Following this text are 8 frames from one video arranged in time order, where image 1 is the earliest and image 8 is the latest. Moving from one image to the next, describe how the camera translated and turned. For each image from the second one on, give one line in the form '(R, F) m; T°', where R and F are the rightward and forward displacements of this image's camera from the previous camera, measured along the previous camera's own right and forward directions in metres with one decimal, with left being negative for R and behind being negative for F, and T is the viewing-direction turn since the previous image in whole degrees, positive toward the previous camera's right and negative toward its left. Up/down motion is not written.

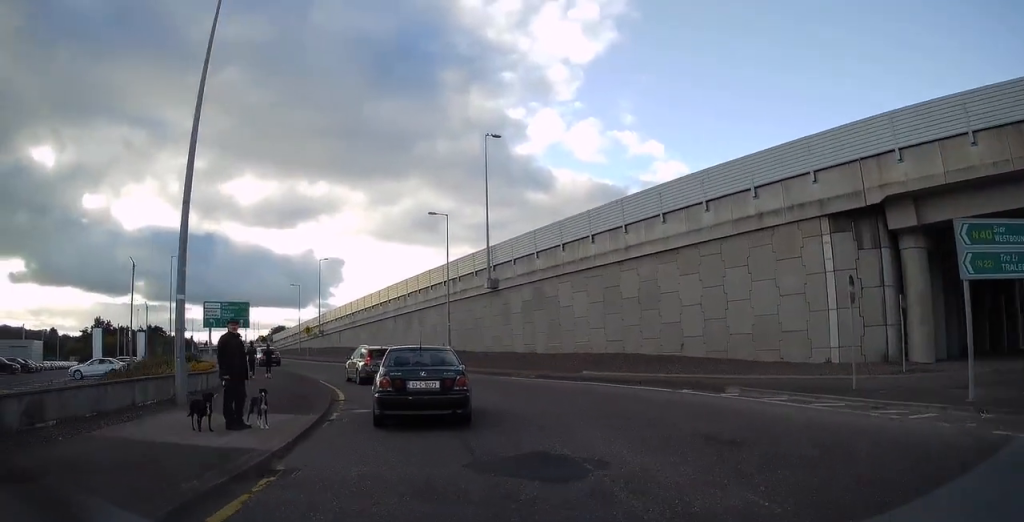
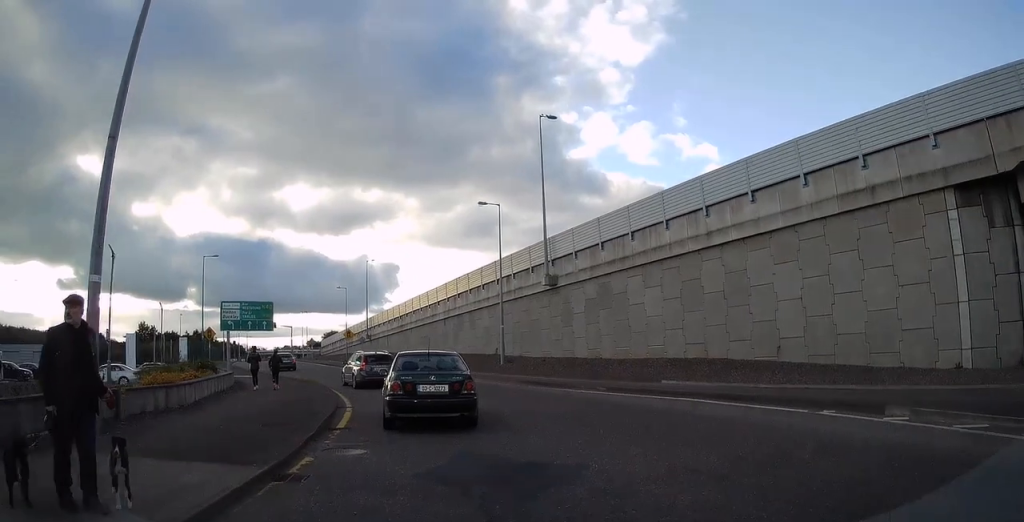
(-0.2, +5.3) m; -6°
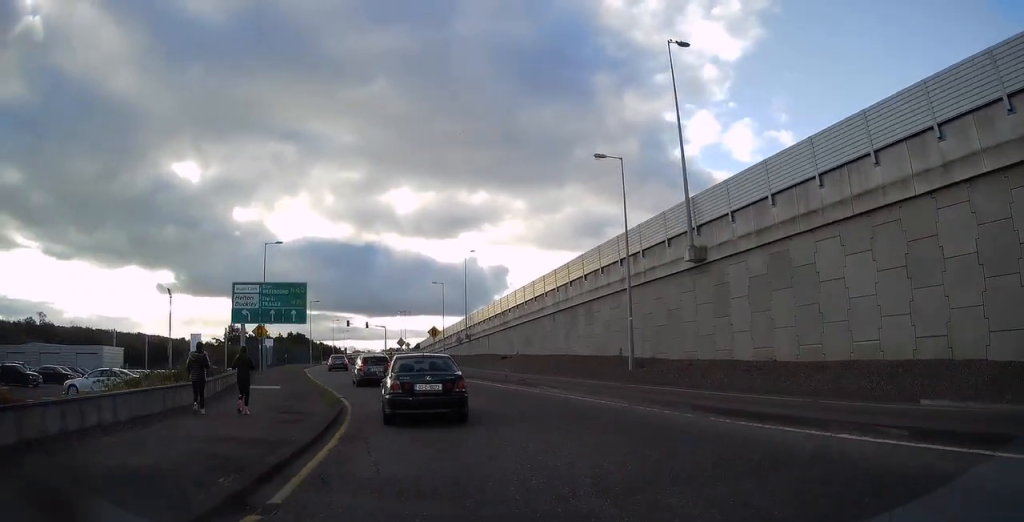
(-1.3, +10.7) m; -11°
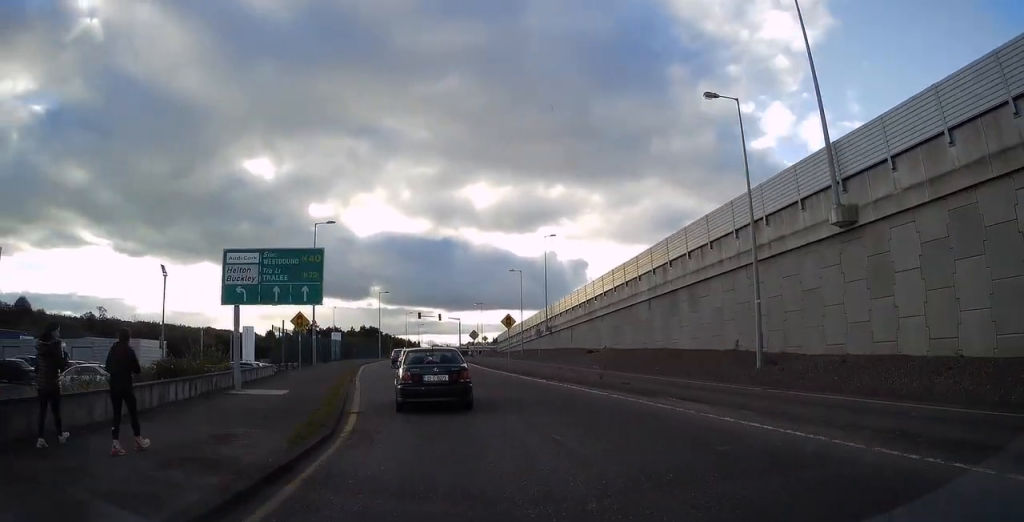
(-0.3, +7.2) m; -6°
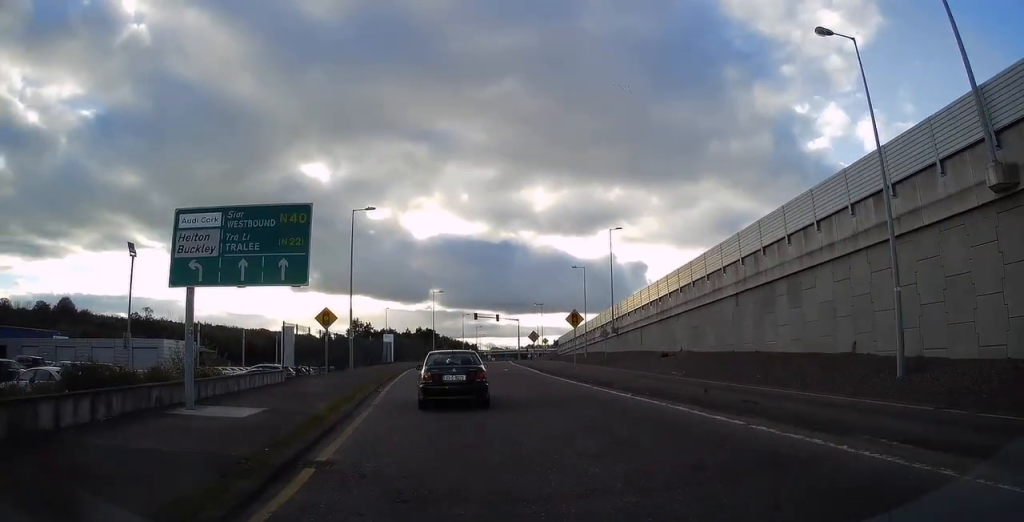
(-0.1, +5.9) m; -6°
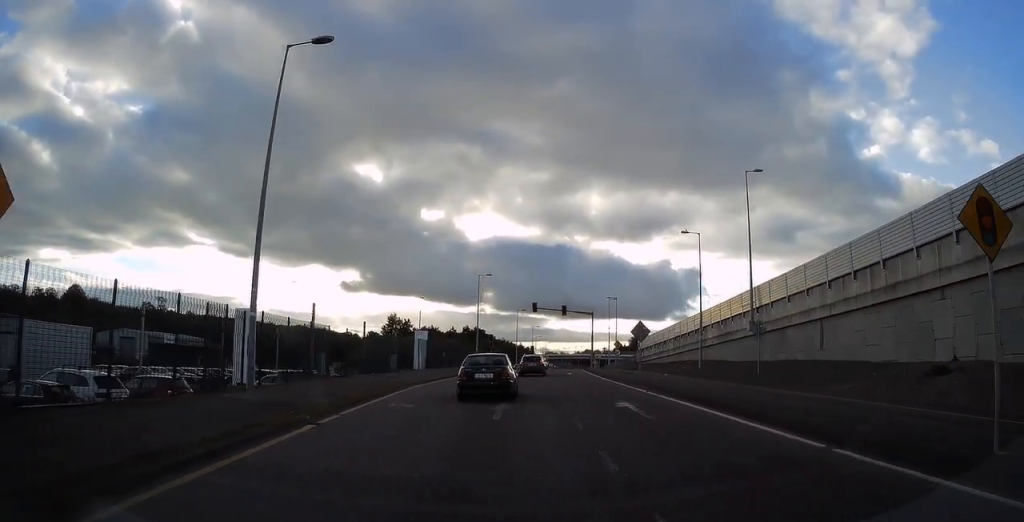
(-5.0, +22.9) m; -16°
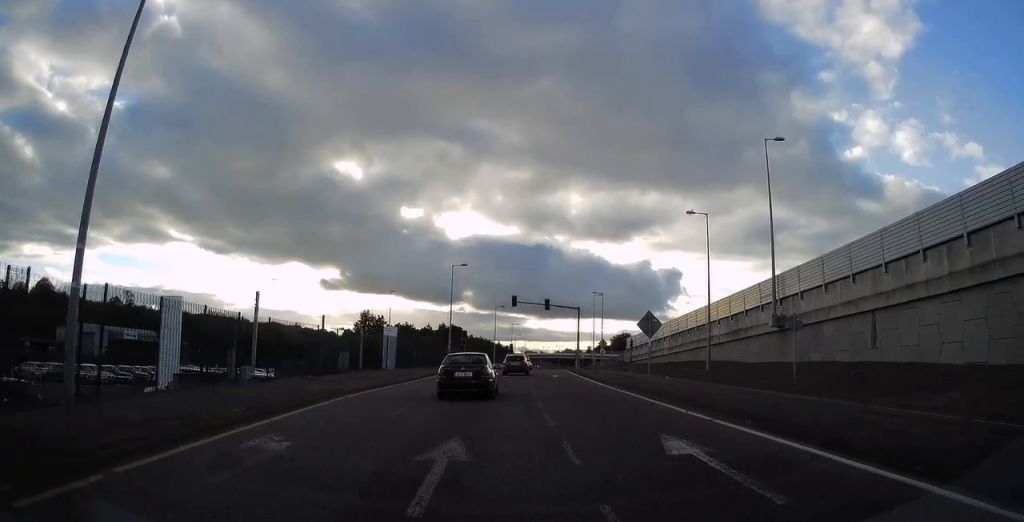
(+0.3, +6.9) m; +1°
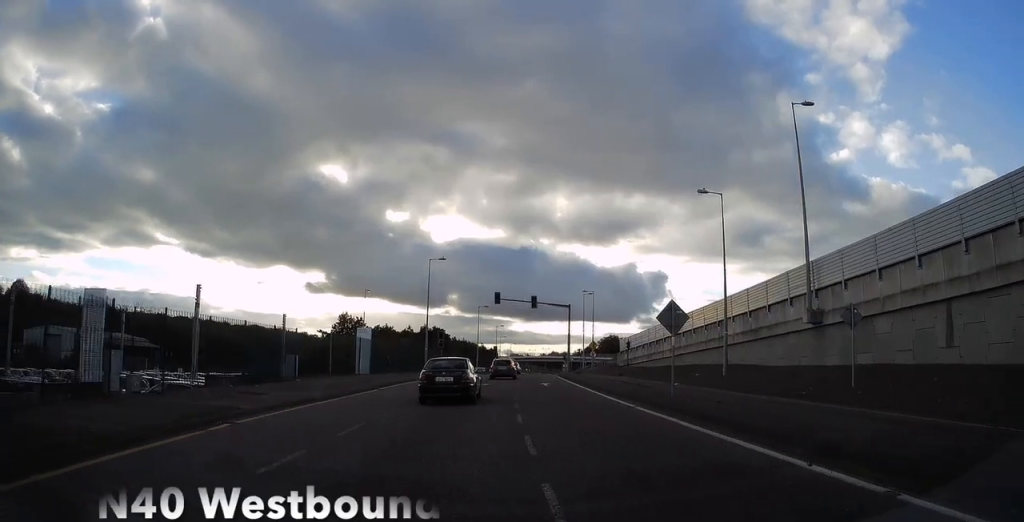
(+0.1, +6.0) m; +1°
